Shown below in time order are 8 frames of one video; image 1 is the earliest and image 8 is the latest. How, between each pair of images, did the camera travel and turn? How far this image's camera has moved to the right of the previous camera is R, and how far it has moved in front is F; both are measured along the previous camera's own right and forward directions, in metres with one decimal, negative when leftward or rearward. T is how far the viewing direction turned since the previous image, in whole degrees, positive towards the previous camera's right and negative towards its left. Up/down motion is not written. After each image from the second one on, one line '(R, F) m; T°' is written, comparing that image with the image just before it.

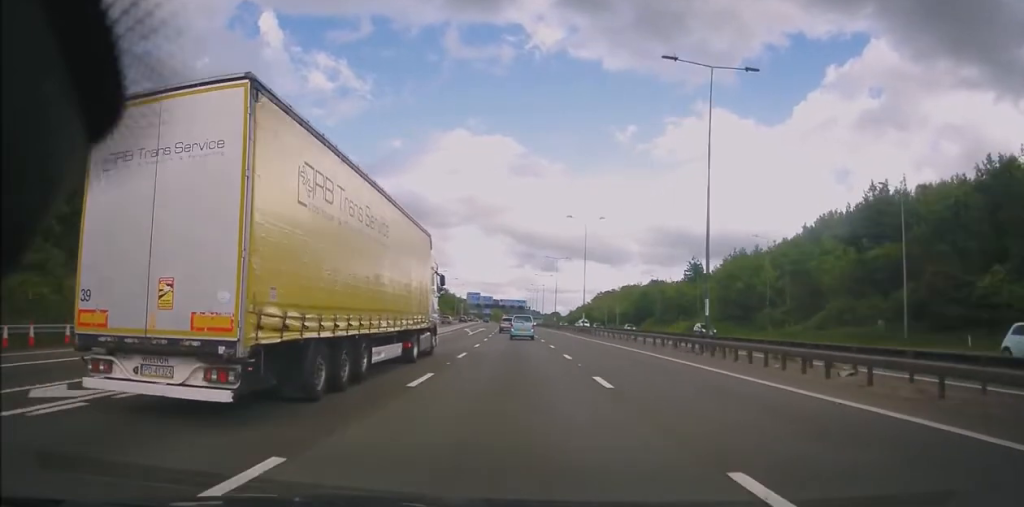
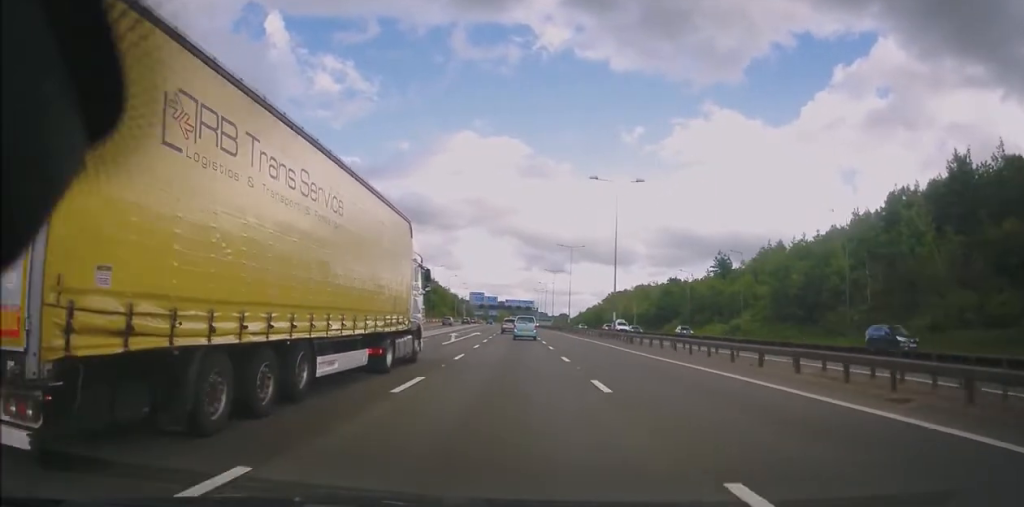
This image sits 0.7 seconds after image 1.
(-0.1, +18.2) m; -1°
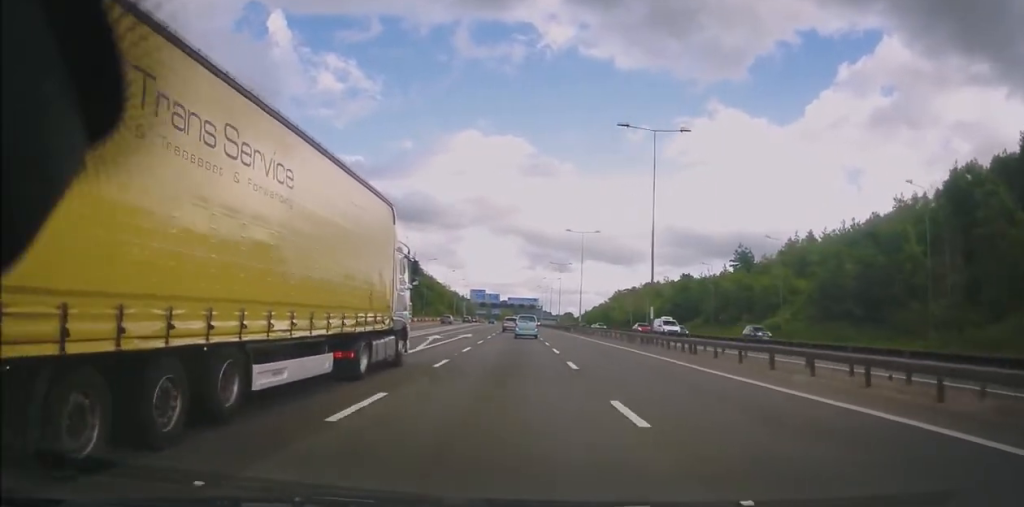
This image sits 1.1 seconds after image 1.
(+0.1, +12.9) m; -1°
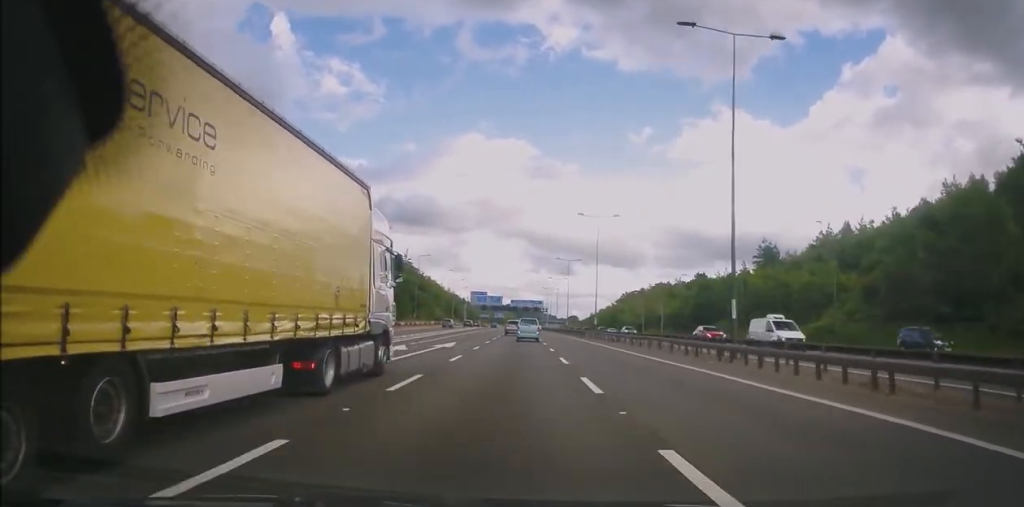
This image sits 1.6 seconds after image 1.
(-0.1, +12.9) m; 0°
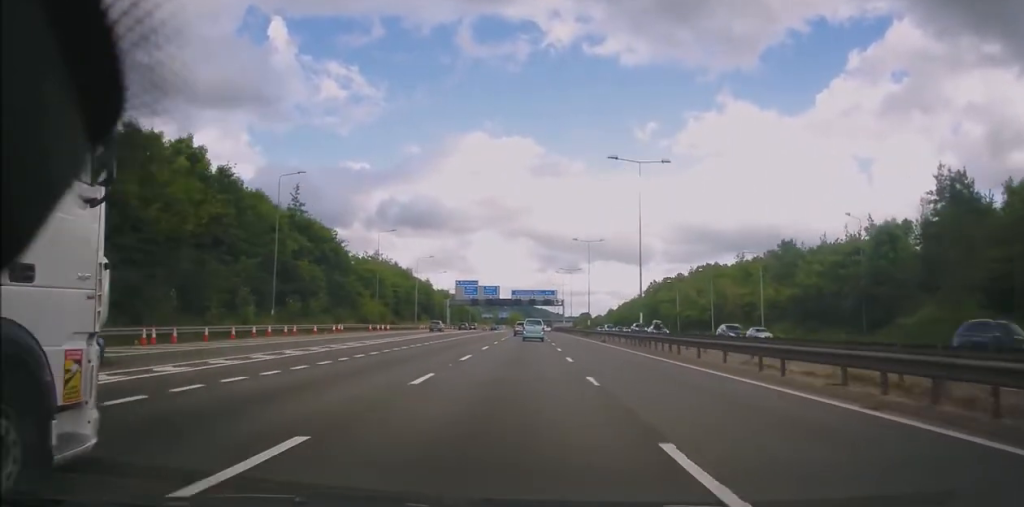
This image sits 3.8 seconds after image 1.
(-0.2, +60.2) m; -1°
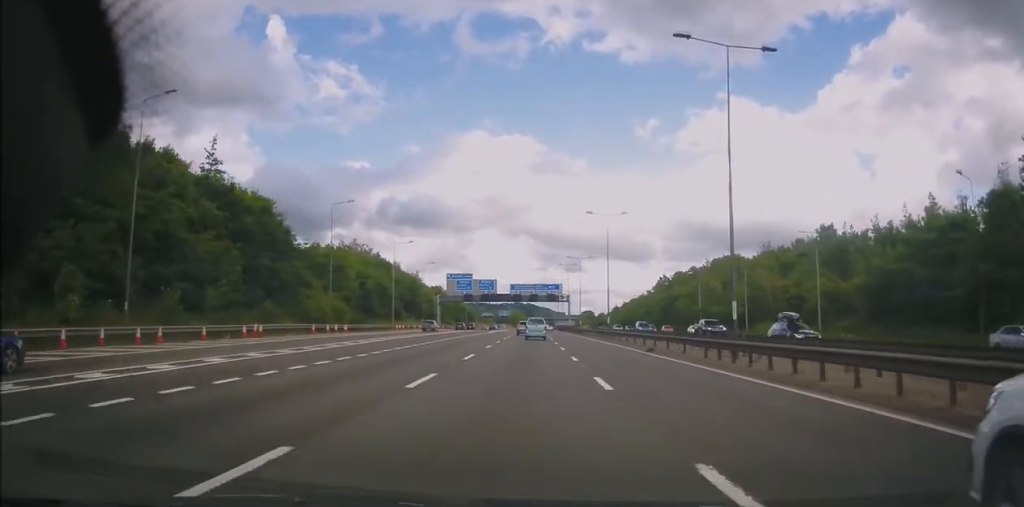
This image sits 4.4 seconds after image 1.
(-0.2, +17.8) m; -1°
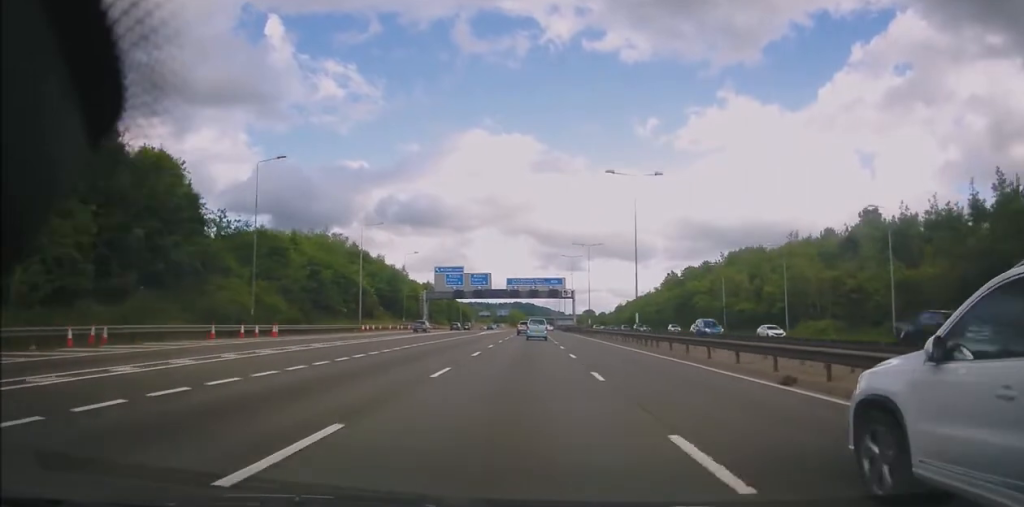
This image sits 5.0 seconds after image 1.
(0.0, +16.1) m; +1°
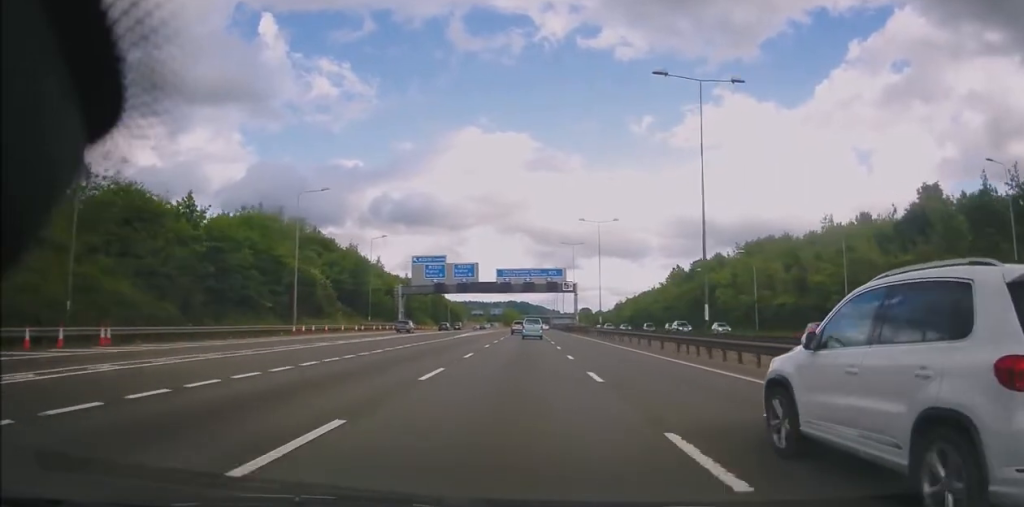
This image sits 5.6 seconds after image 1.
(+0.1, +18.1) m; 0°
